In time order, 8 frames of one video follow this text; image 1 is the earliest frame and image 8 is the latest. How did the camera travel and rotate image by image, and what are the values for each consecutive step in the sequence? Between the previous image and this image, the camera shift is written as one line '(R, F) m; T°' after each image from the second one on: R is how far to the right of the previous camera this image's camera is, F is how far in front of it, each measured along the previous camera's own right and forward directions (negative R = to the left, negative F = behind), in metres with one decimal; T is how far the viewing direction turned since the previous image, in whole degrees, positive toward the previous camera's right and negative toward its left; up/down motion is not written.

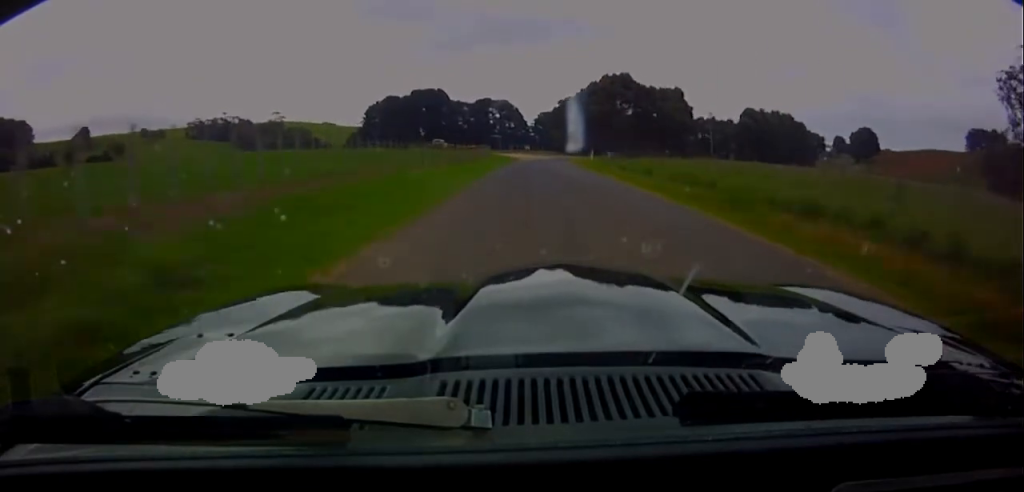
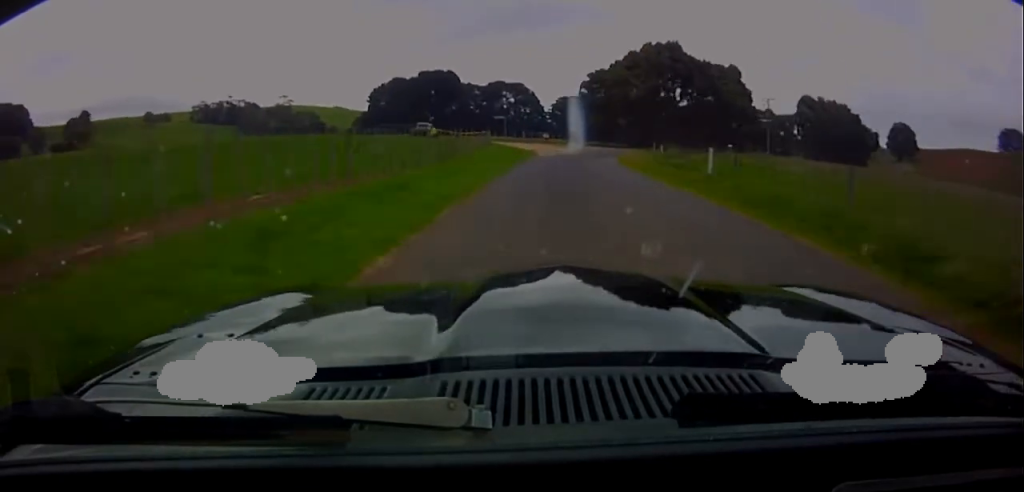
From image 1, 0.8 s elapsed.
(+0.1, +22.0) m; +5°
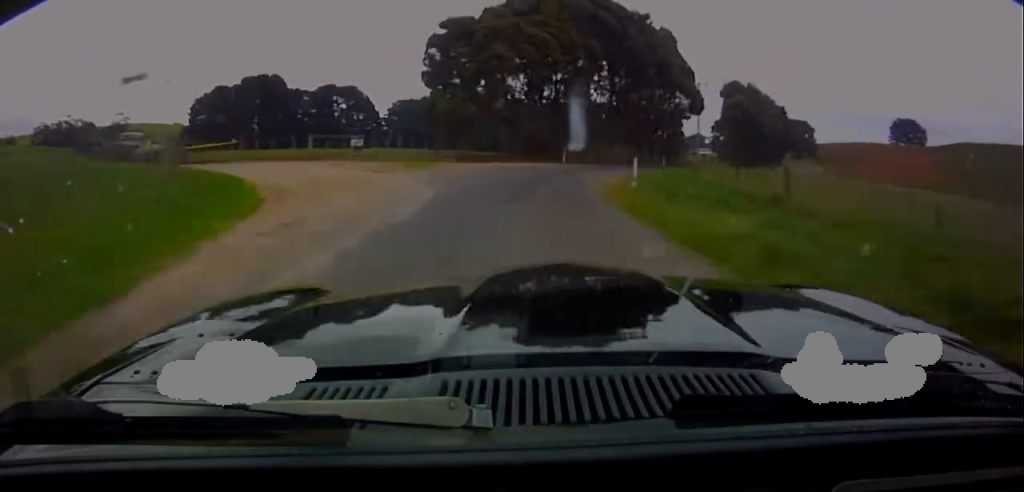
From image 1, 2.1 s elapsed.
(+4.5, +33.6) m; +18°
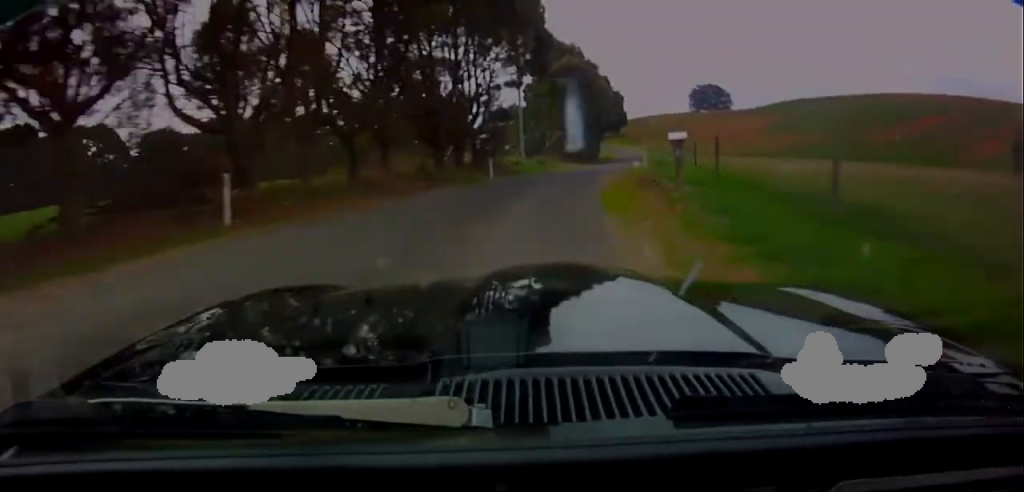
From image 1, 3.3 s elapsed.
(+4.9, +29.2) m; +15°
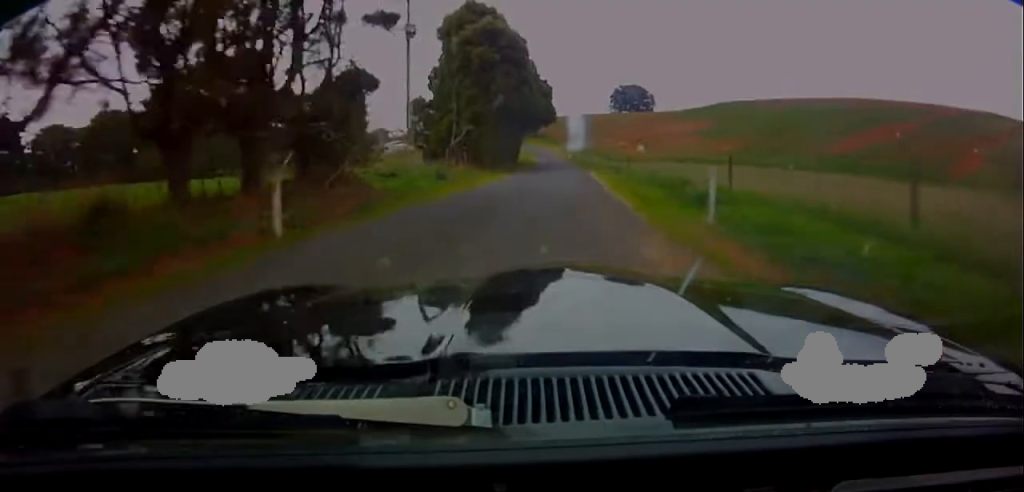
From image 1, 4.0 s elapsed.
(+1.8, +19.3) m; +5°
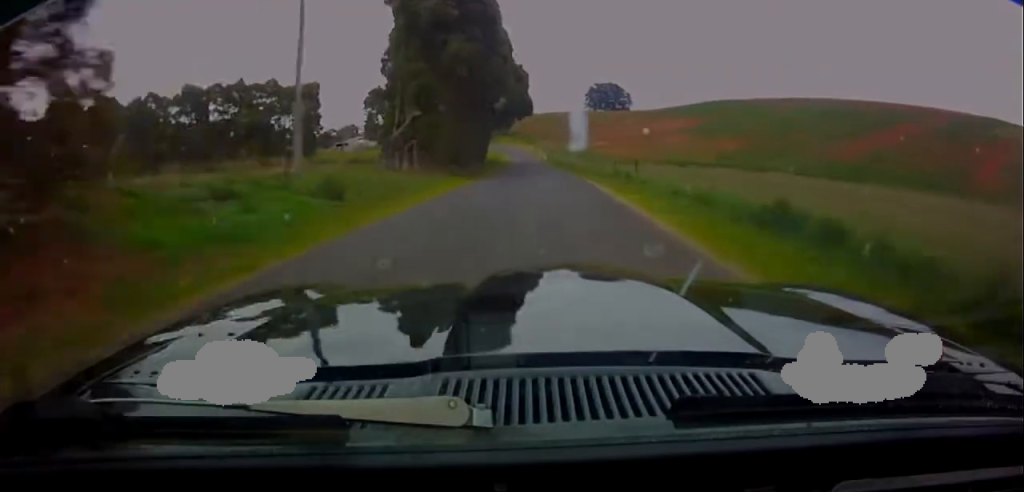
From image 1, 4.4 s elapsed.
(0.0, +13.6) m; 0°
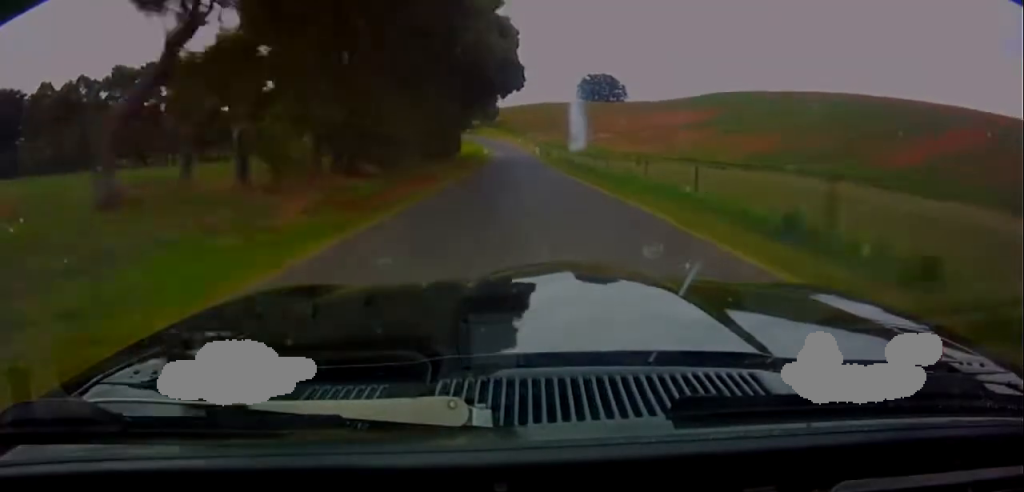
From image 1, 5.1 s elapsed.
(0.0, +22.4) m; 0°
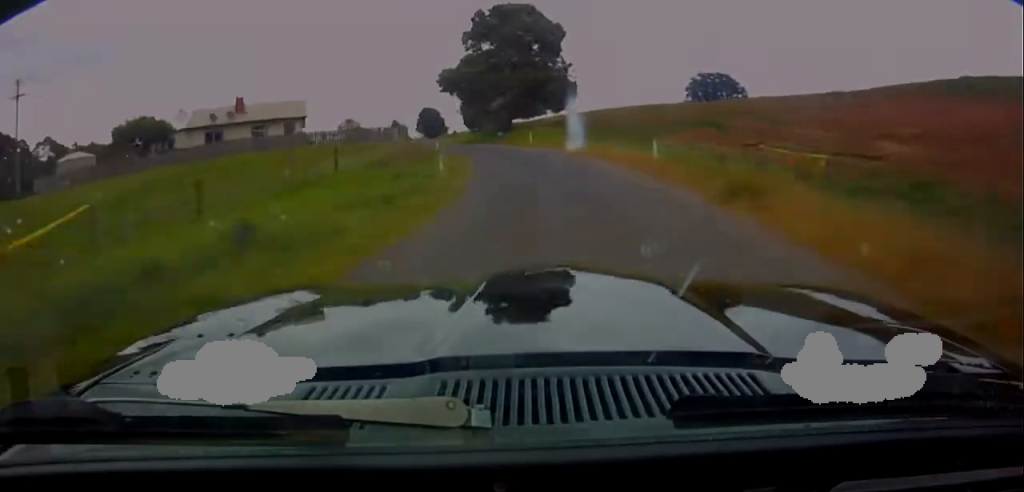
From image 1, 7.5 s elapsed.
(-4.4, +85.6) m; -10°
